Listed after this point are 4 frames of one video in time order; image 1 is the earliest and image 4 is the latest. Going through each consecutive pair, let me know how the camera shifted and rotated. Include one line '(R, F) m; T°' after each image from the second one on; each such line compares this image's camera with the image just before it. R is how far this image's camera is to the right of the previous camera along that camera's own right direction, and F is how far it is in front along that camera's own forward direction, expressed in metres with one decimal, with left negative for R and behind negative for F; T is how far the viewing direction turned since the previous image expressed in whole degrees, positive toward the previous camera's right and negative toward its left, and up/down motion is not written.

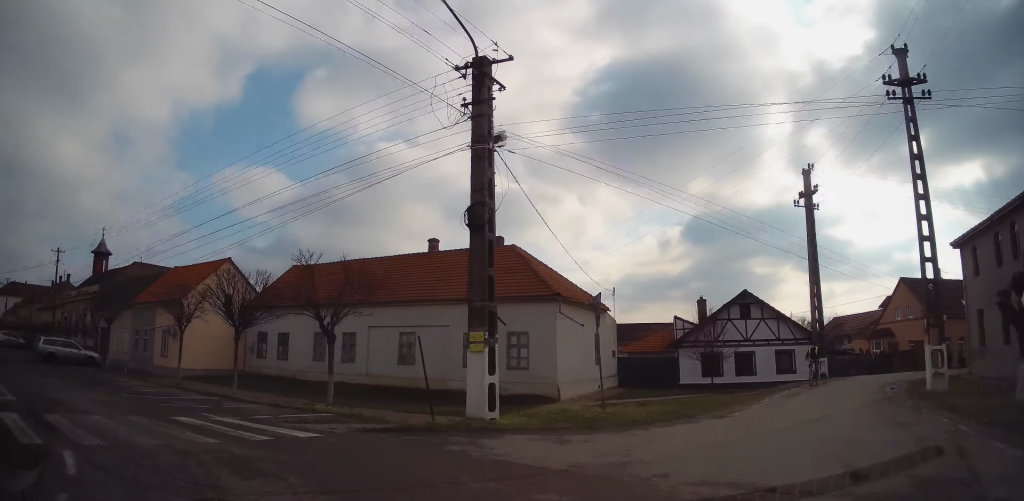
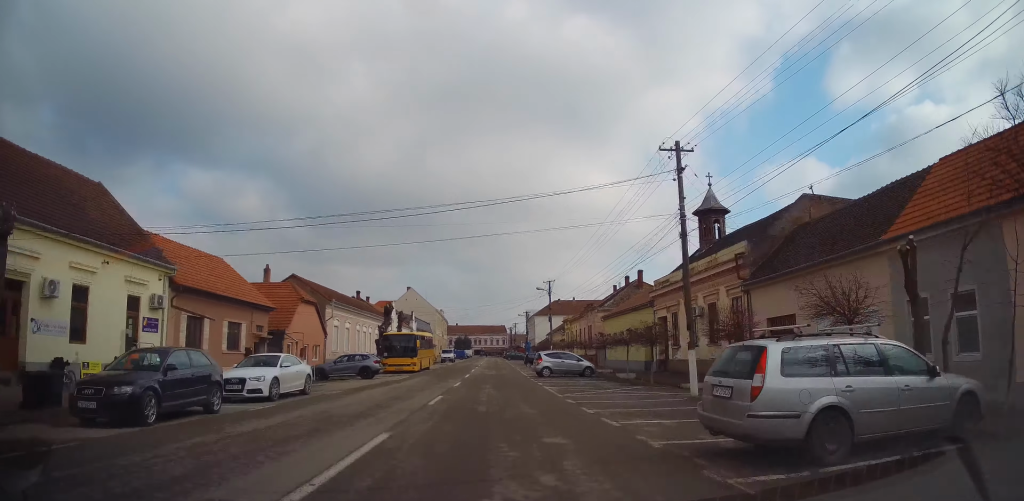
(-17.8, +19.0) m; -52°
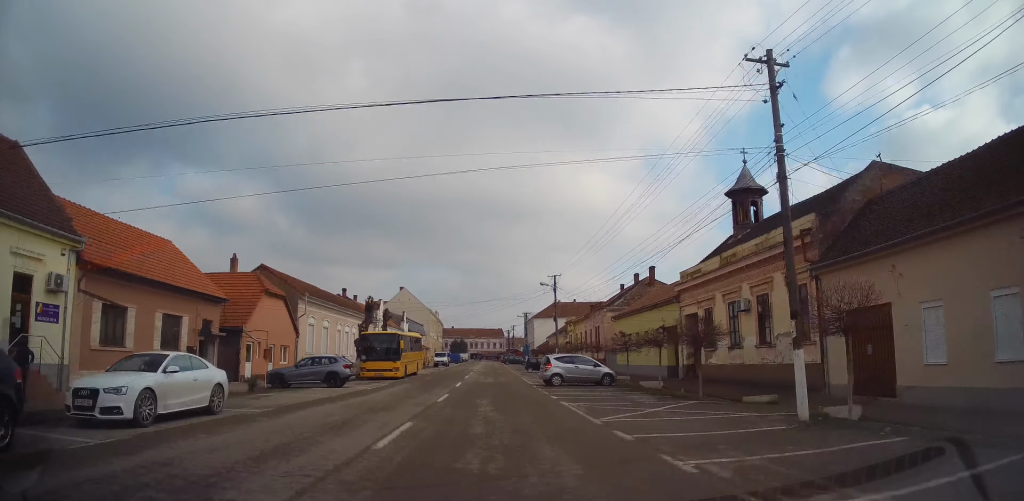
(0.0, +5.9) m; +1°
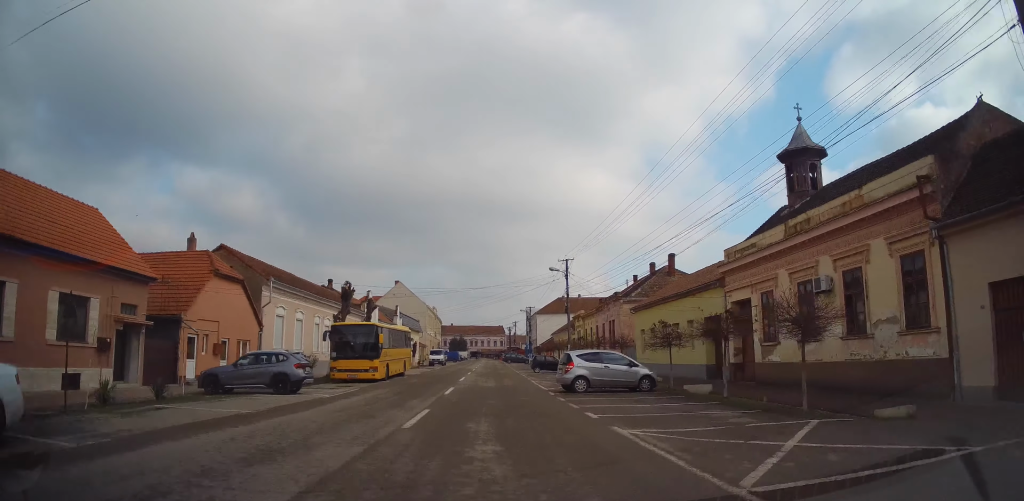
(+0.2, +6.7) m; +1°
